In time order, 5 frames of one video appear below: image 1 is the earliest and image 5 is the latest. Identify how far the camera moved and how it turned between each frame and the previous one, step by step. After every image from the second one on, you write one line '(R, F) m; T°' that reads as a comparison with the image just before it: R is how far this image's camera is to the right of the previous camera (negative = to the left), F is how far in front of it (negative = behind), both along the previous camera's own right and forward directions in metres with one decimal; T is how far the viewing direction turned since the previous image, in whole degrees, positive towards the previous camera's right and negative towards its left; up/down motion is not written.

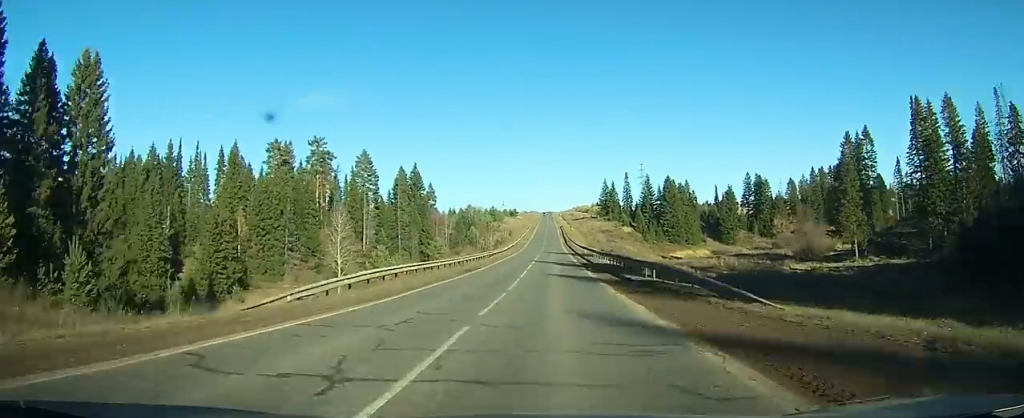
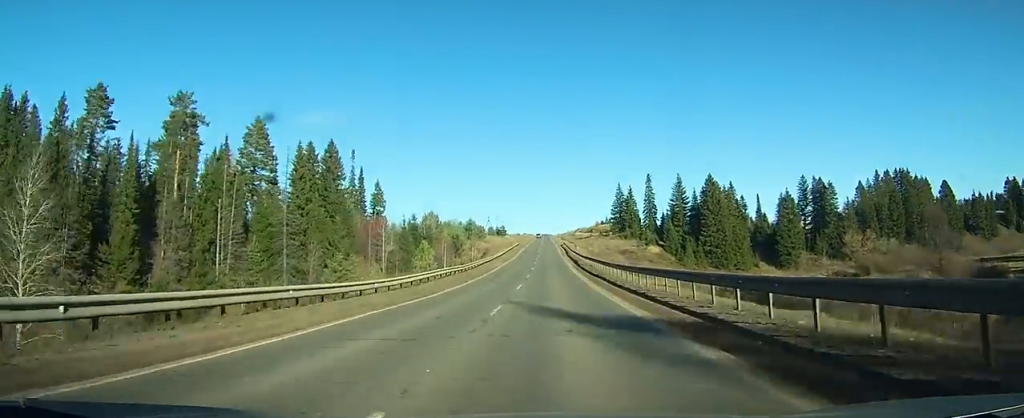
(+0.9, +60.1) m; +1°
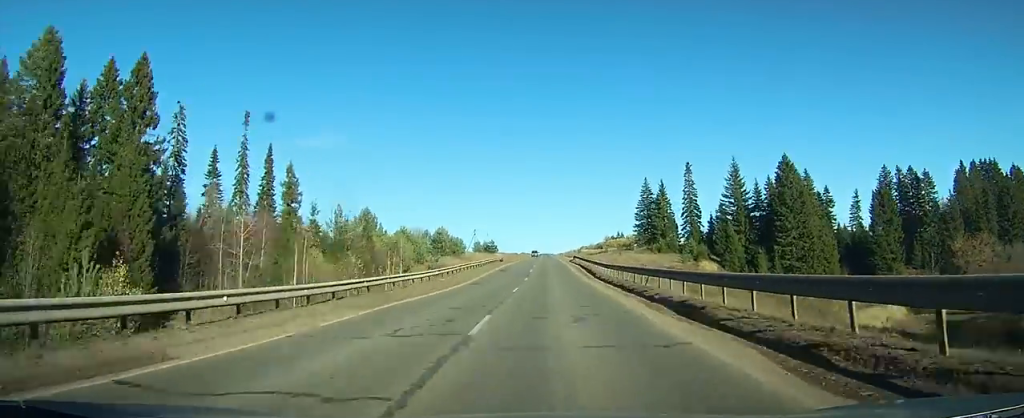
(-0.1, +51.2) m; 0°
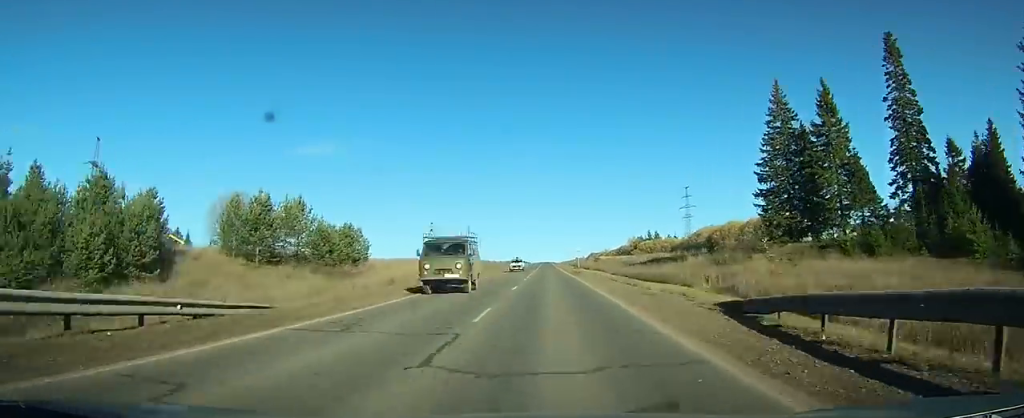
(+0.6, +81.5) m; +1°
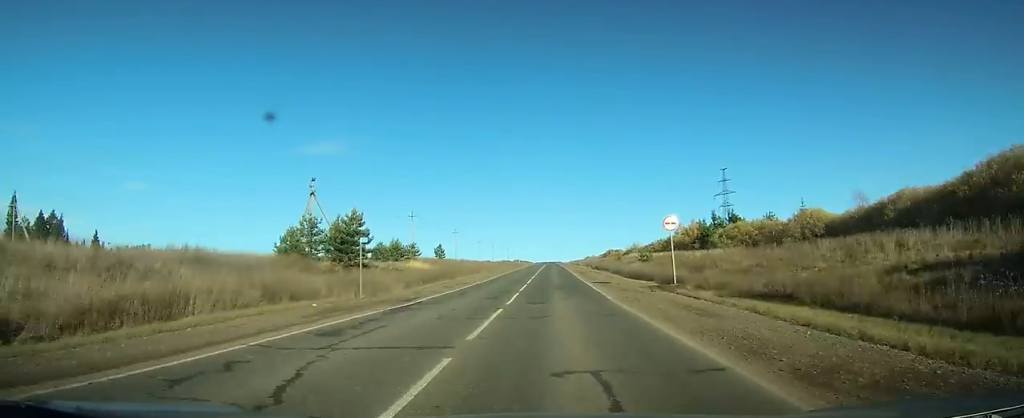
(0.0, +71.6) m; -1°
